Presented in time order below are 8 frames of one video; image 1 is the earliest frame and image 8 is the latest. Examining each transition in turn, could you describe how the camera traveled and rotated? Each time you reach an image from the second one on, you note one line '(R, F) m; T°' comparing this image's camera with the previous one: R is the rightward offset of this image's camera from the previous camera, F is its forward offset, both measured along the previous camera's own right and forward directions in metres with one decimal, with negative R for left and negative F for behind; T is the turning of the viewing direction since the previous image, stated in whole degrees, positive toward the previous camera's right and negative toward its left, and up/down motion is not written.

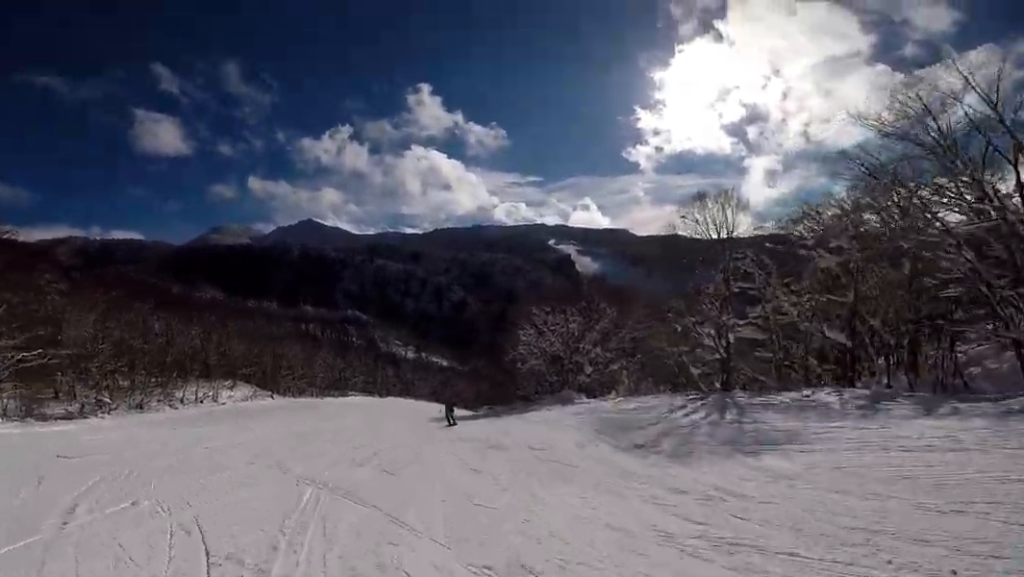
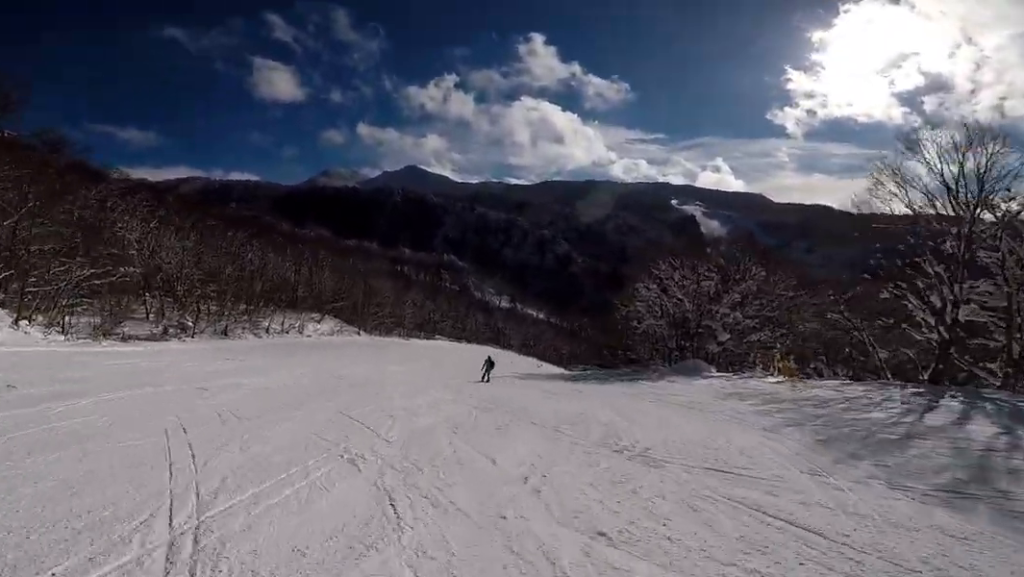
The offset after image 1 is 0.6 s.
(-0.3, +5.2) m; -5°
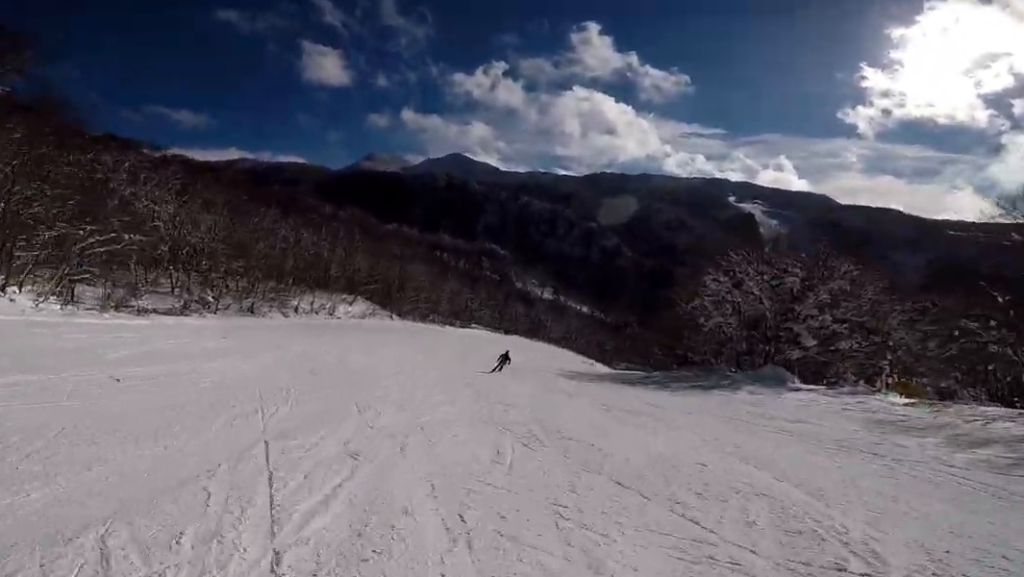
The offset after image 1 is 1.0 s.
(+0.1, +4.3) m; -5°
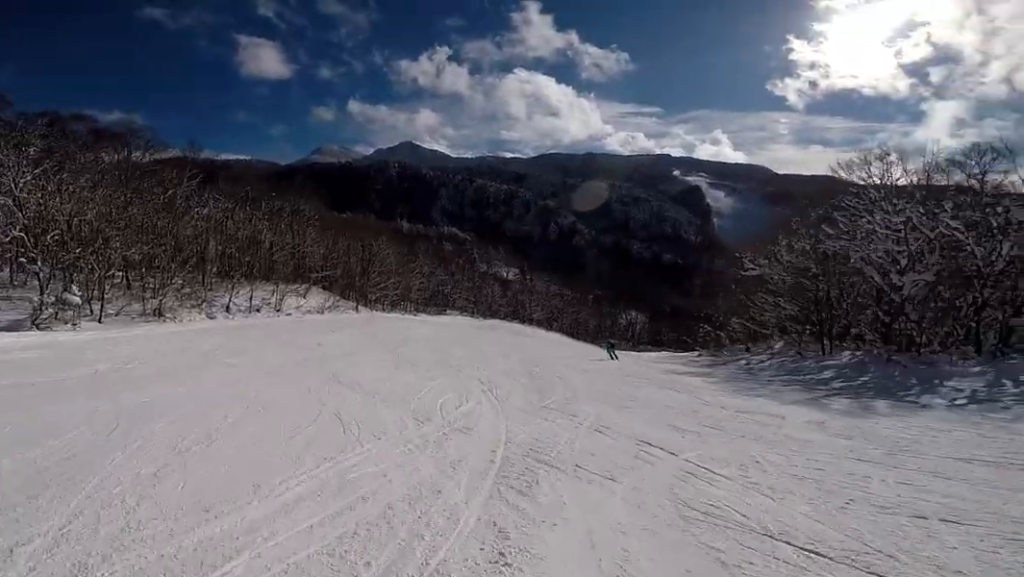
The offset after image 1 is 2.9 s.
(-2.7, +17.0) m; -3°
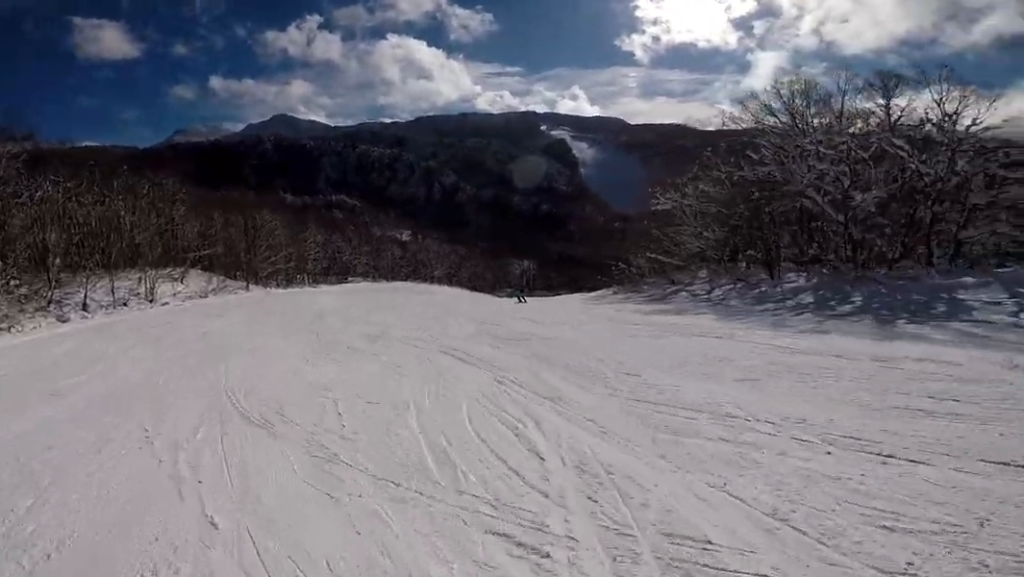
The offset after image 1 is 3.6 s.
(-0.1, +5.6) m; +11°
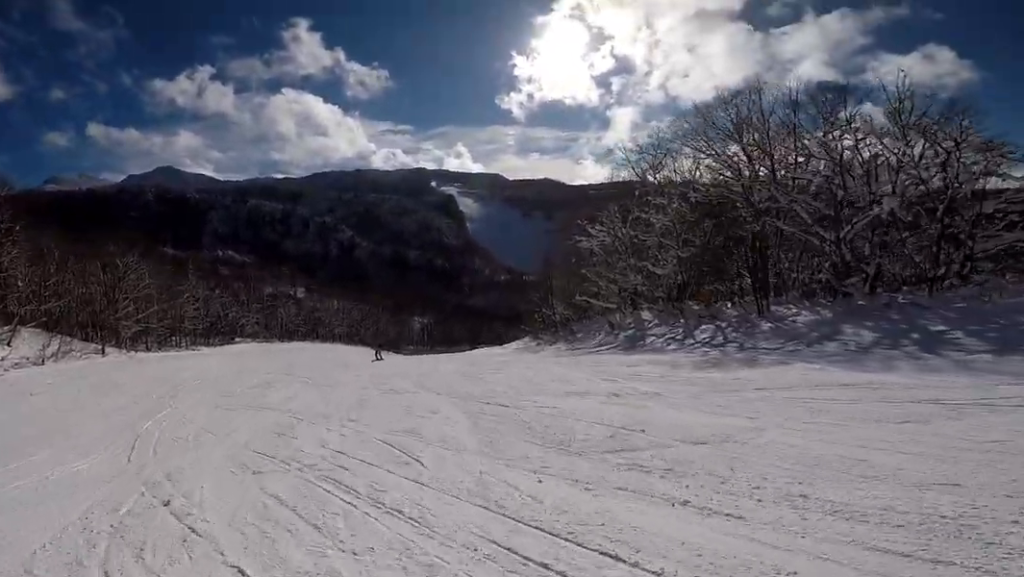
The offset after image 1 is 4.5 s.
(+2.0, +8.8) m; +13°
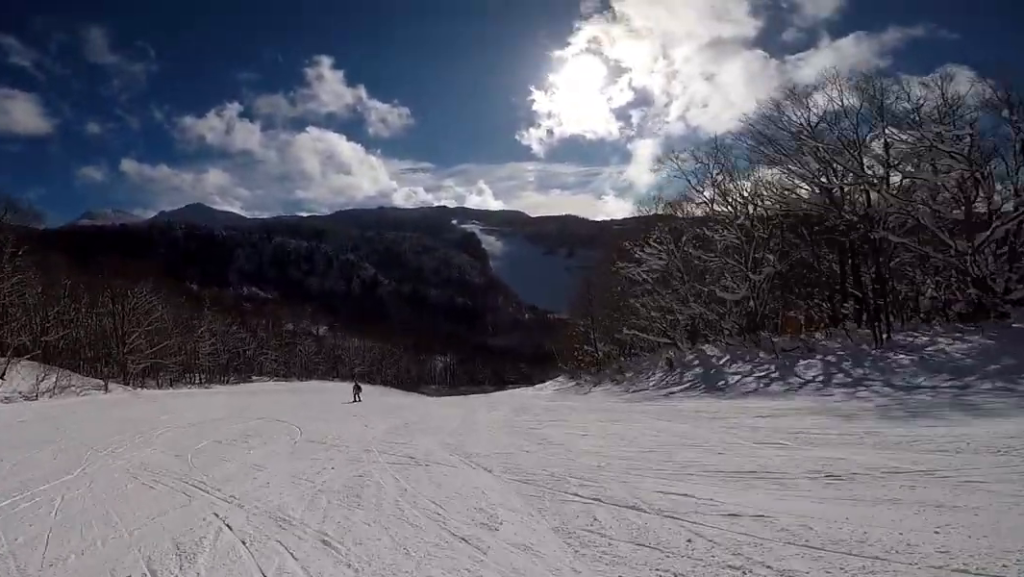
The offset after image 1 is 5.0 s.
(0.0, +4.6) m; 0°
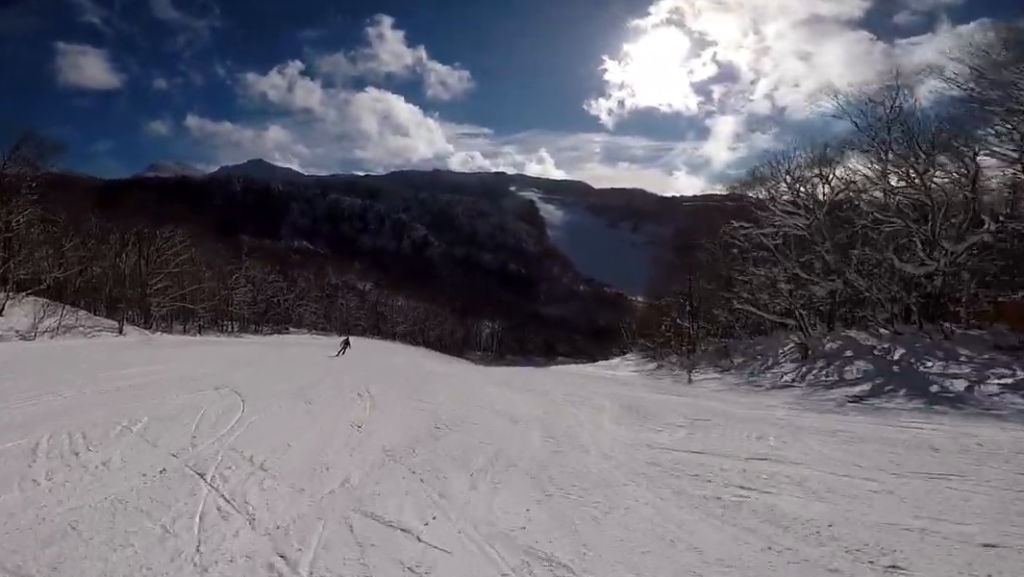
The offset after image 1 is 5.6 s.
(0.0, +6.5) m; -3°
